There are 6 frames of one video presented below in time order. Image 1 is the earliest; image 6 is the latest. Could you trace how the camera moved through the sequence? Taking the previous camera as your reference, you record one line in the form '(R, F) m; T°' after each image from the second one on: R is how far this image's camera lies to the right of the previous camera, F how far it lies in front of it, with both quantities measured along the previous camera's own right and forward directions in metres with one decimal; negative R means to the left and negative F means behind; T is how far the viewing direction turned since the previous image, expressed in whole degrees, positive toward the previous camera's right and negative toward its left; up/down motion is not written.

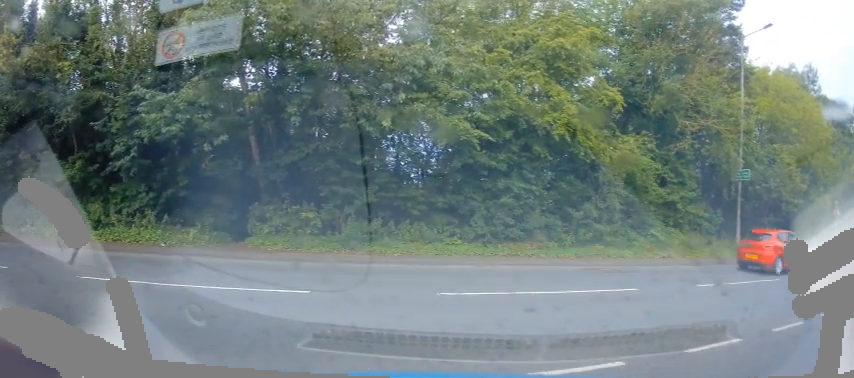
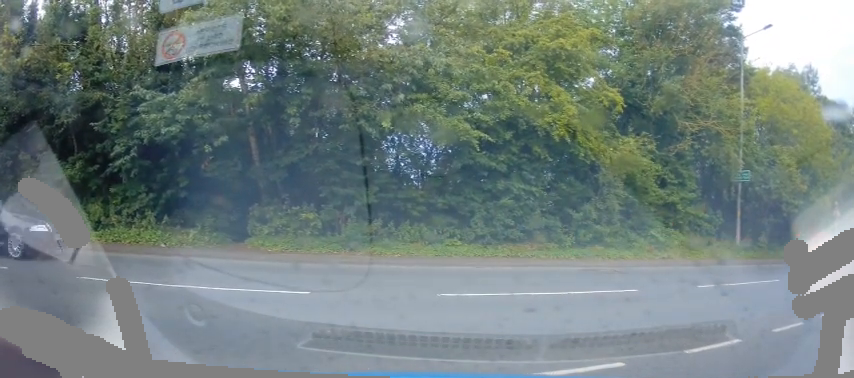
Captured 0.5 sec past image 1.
(0.0, 0.0) m; 0°
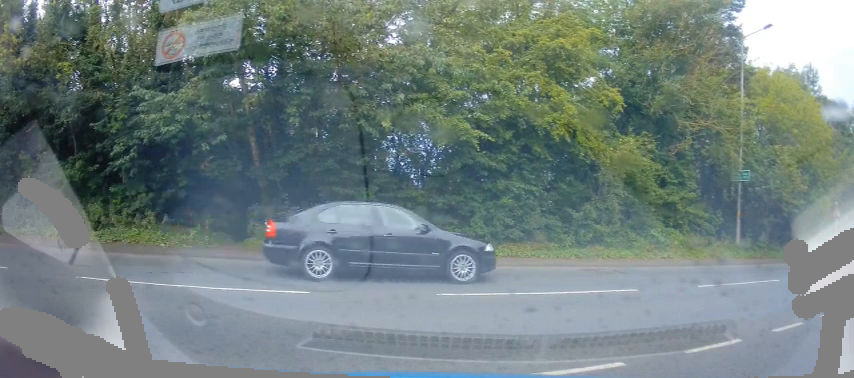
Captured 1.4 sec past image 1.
(0.0, 0.0) m; 0°
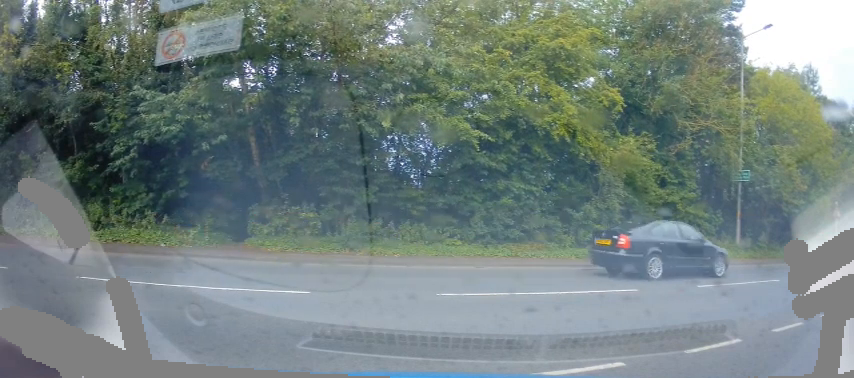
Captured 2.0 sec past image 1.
(0.0, 0.0) m; 0°
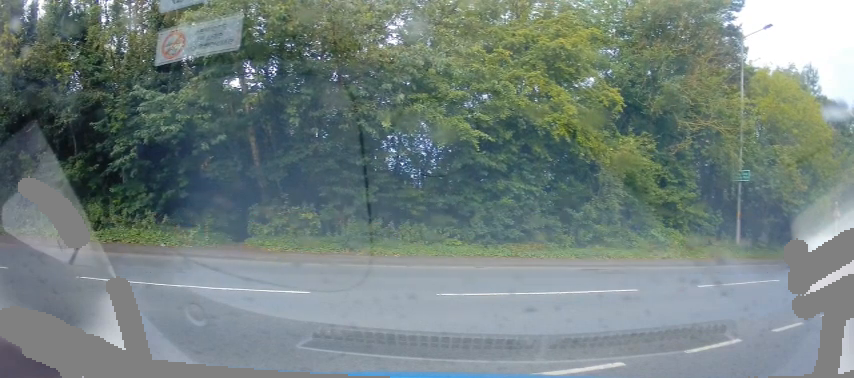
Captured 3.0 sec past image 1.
(0.0, 0.0) m; 0°
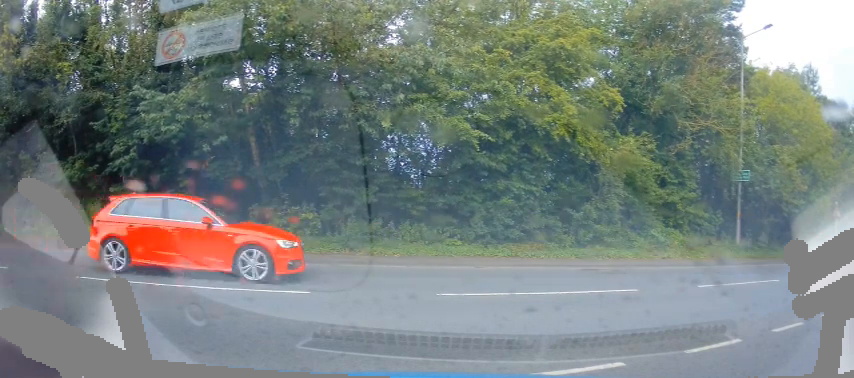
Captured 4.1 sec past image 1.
(0.0, 0.0) m; 0°
